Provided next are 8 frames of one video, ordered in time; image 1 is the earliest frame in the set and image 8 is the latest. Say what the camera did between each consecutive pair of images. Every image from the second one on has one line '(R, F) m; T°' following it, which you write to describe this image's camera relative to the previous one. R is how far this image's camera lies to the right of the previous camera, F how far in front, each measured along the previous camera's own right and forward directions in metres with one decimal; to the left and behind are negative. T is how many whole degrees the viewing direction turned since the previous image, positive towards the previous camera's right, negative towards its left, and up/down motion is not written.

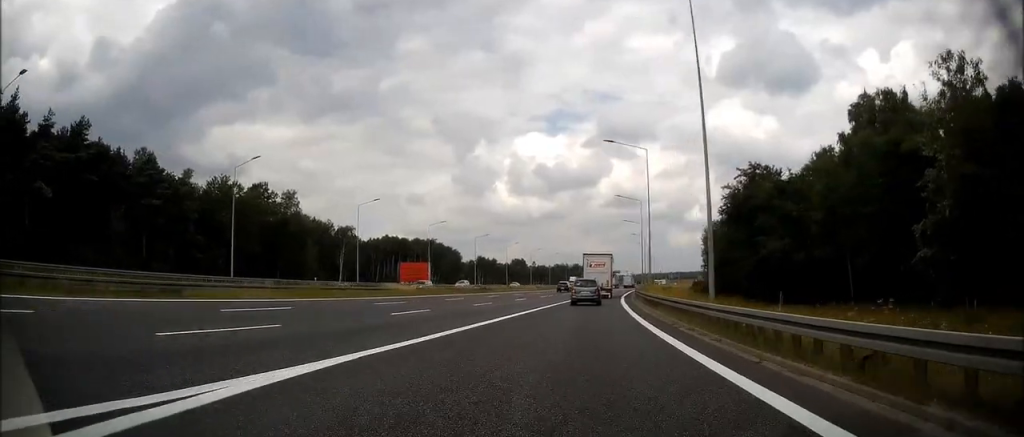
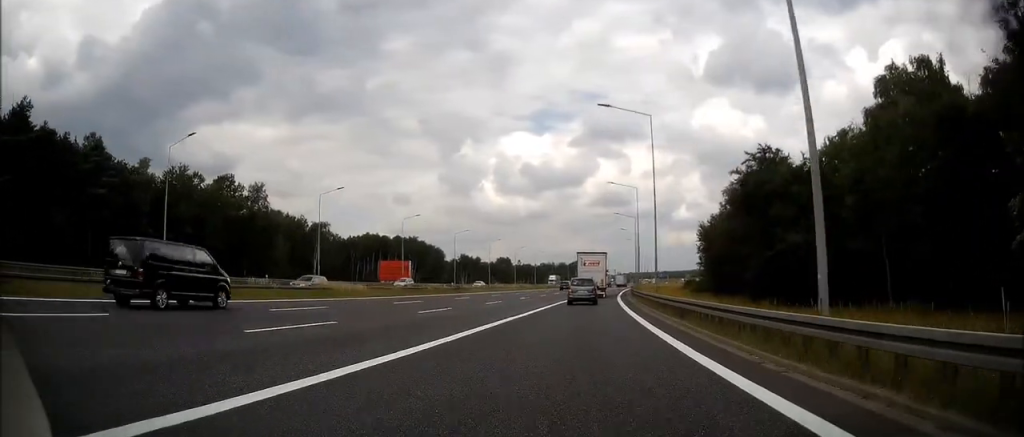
(+0.2, +9.7) m; +2°
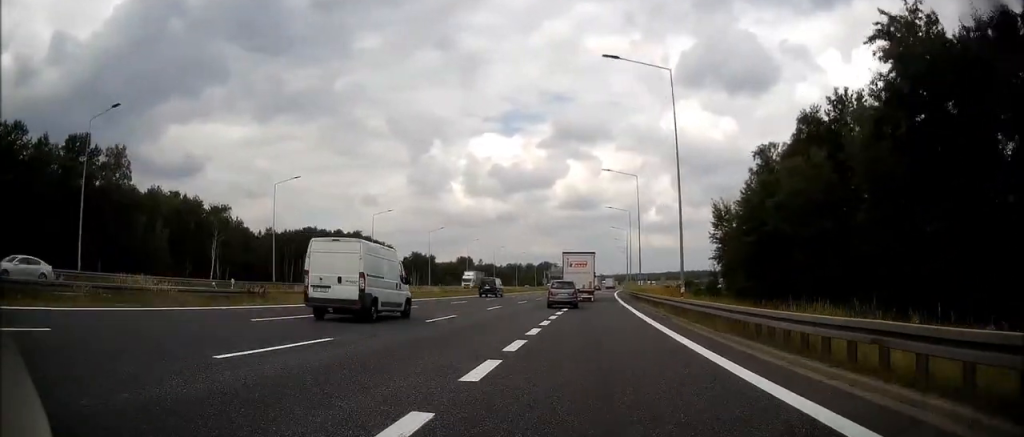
(+0.1, +39.6) m; +2°
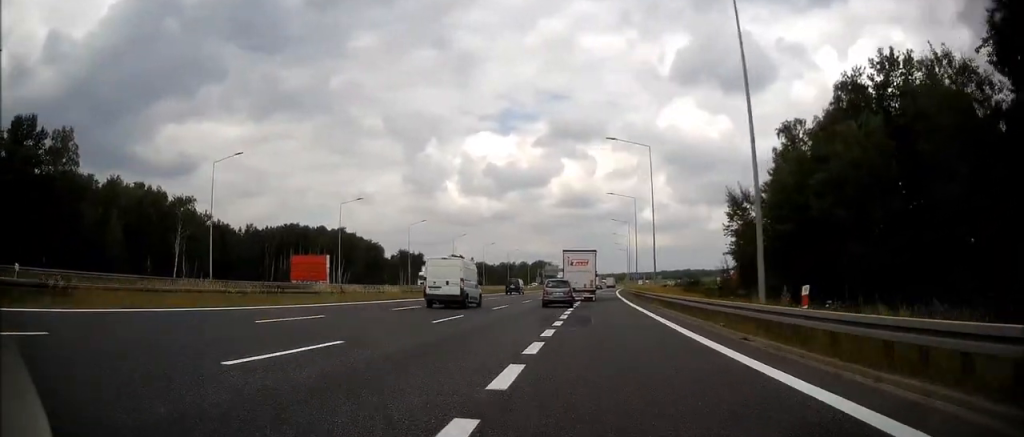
(+0.2, +12.7) m; +2°
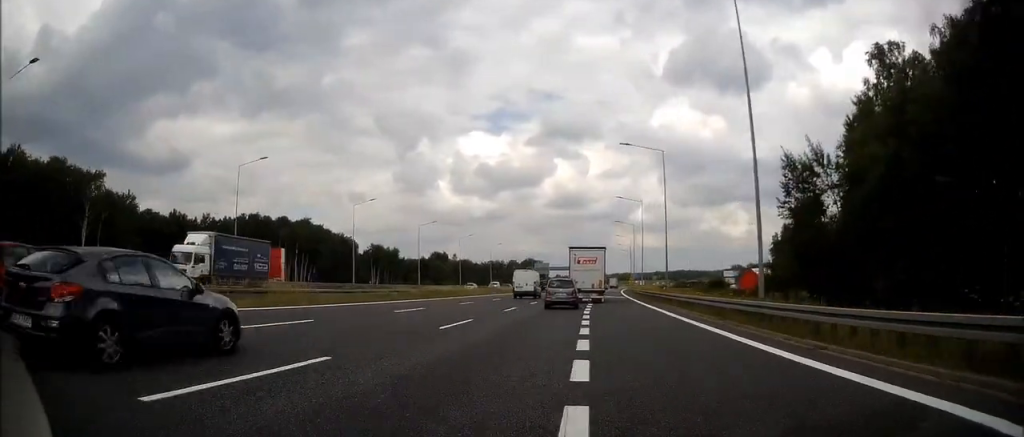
(+0.4, +27.0) m; 0°
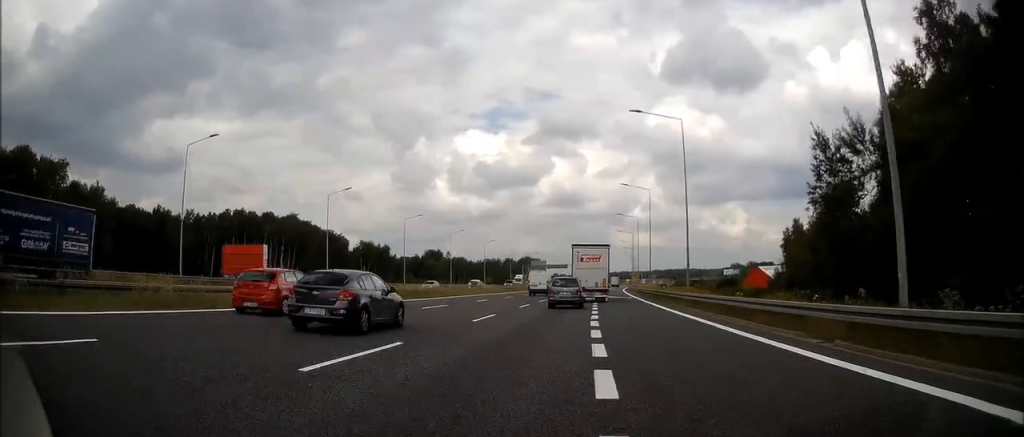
(-0.2, +9.1) m; 0°
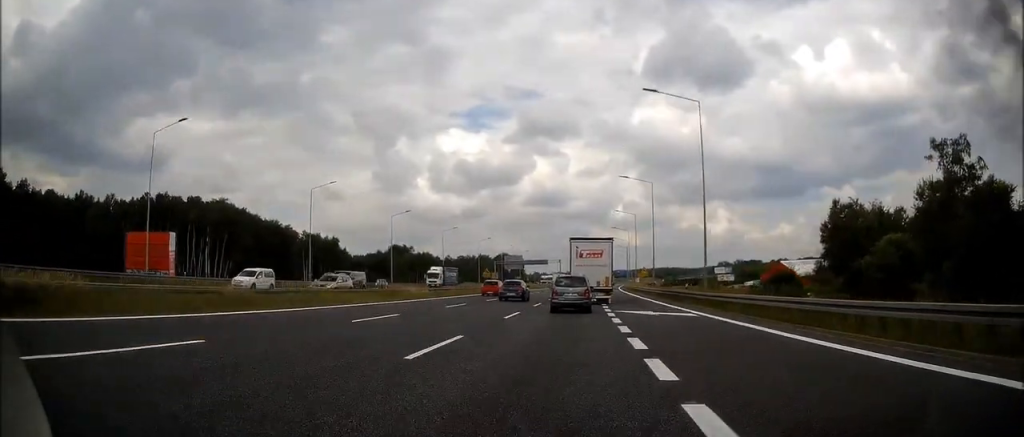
(+0.4, +33.8) m; +1°
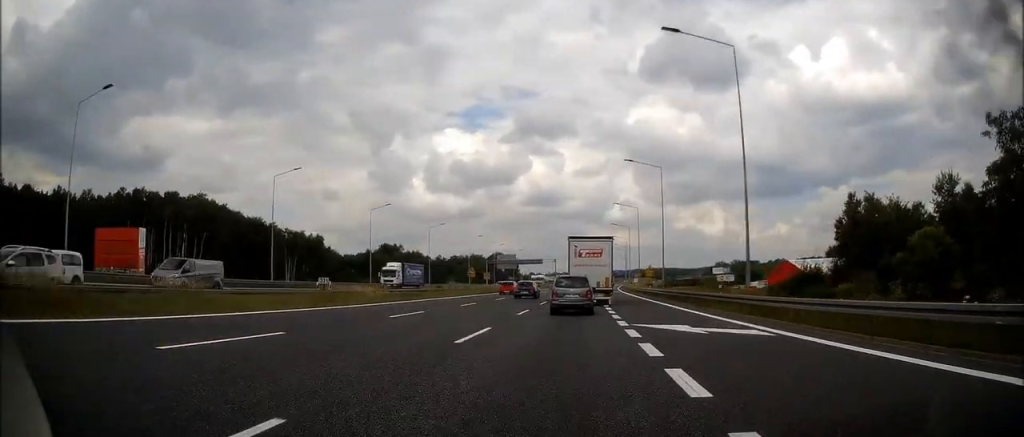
(0.0, +9.0) m; 0°
